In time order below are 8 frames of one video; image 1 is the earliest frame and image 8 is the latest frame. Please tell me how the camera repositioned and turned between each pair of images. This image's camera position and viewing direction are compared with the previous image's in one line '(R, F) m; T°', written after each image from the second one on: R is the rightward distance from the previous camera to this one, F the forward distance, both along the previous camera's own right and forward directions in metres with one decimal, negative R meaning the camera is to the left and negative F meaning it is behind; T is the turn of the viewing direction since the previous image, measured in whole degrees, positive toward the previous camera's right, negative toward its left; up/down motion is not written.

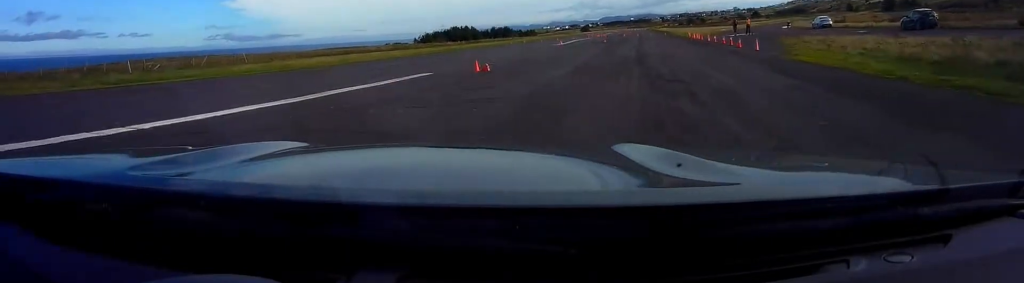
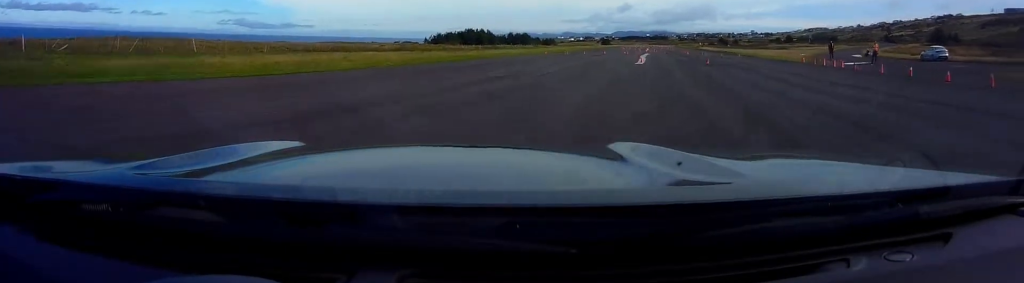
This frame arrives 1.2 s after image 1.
(-2.2, +17.3) m; -2°
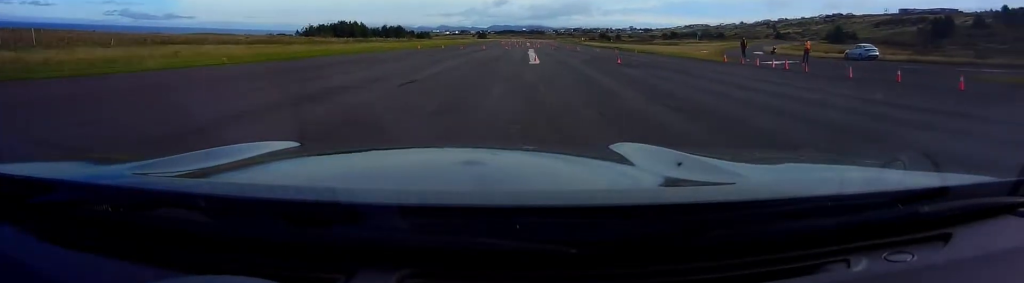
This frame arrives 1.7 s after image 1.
(-0.5, +6.4) m; +4°
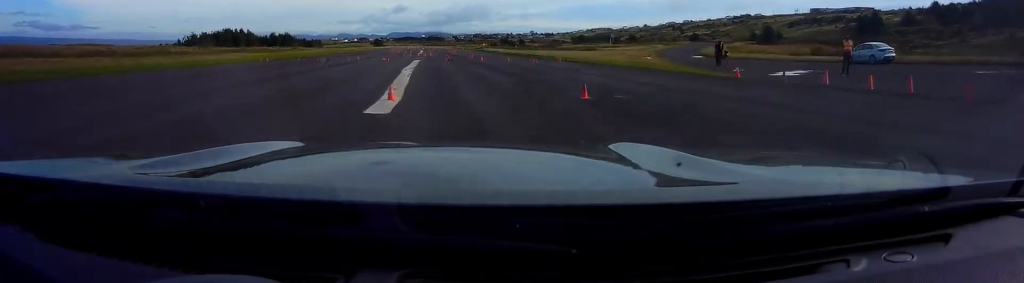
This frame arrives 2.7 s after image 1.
(+2.5, +14.6) m; +10°
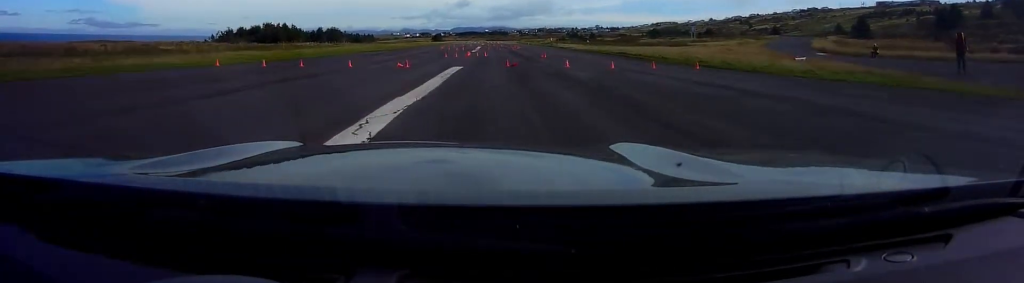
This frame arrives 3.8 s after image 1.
(0.0, +16.8) m; -4°
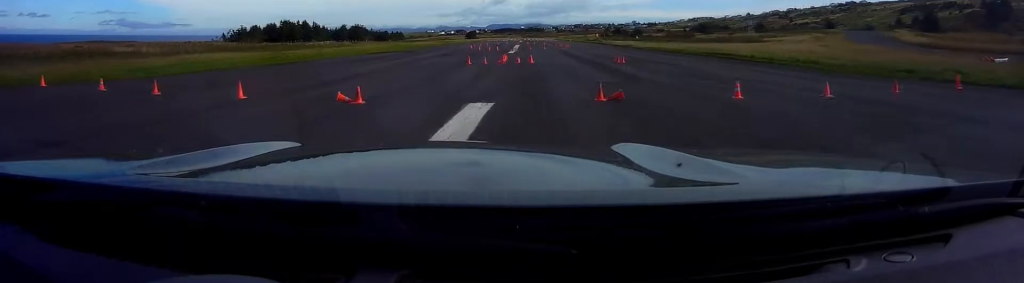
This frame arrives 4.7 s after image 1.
(-0.7, +13.4) m; -5°
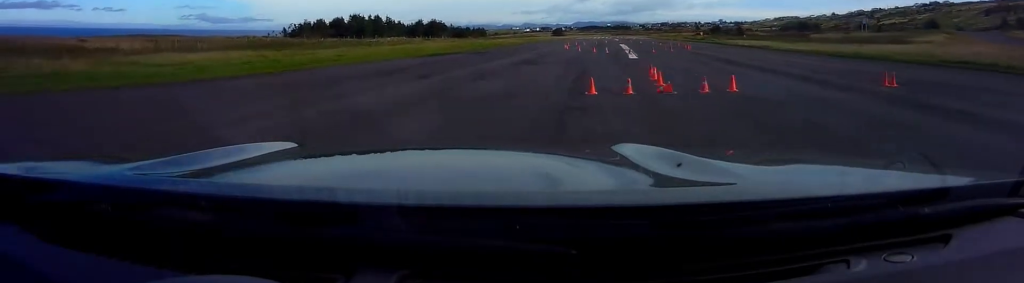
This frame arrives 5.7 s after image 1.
(-0.7, +13.8) m; +2°
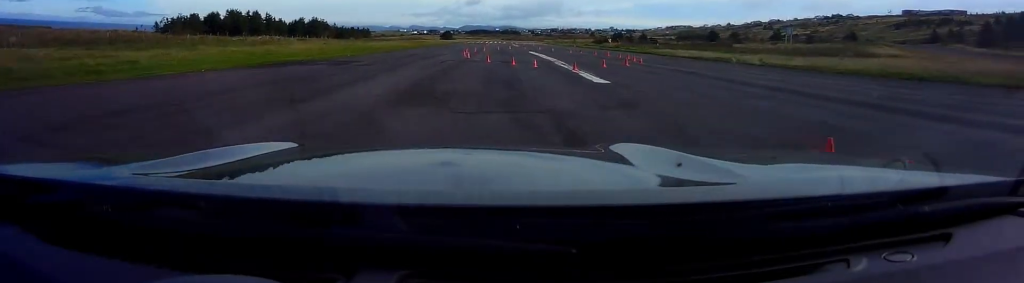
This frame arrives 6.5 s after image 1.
(+0.9, +11.5) m; +8°
